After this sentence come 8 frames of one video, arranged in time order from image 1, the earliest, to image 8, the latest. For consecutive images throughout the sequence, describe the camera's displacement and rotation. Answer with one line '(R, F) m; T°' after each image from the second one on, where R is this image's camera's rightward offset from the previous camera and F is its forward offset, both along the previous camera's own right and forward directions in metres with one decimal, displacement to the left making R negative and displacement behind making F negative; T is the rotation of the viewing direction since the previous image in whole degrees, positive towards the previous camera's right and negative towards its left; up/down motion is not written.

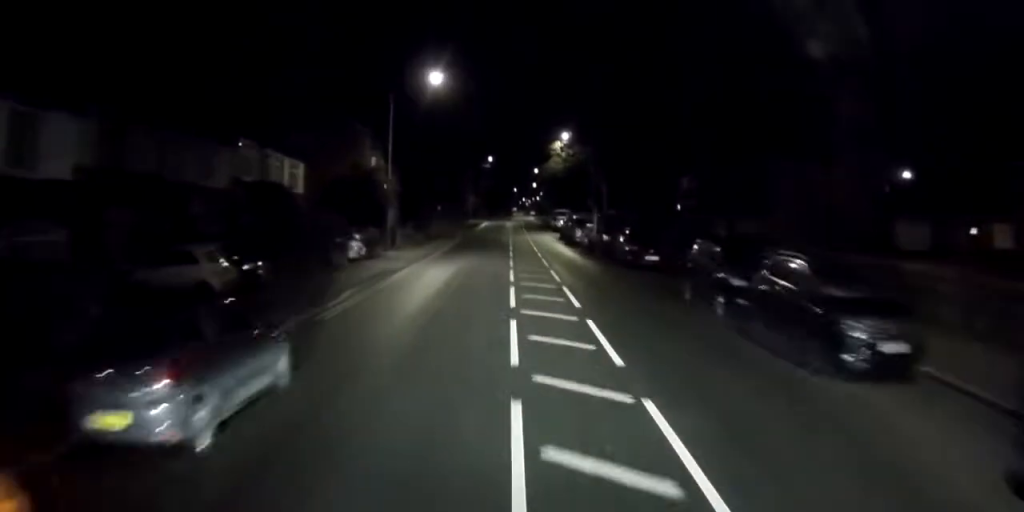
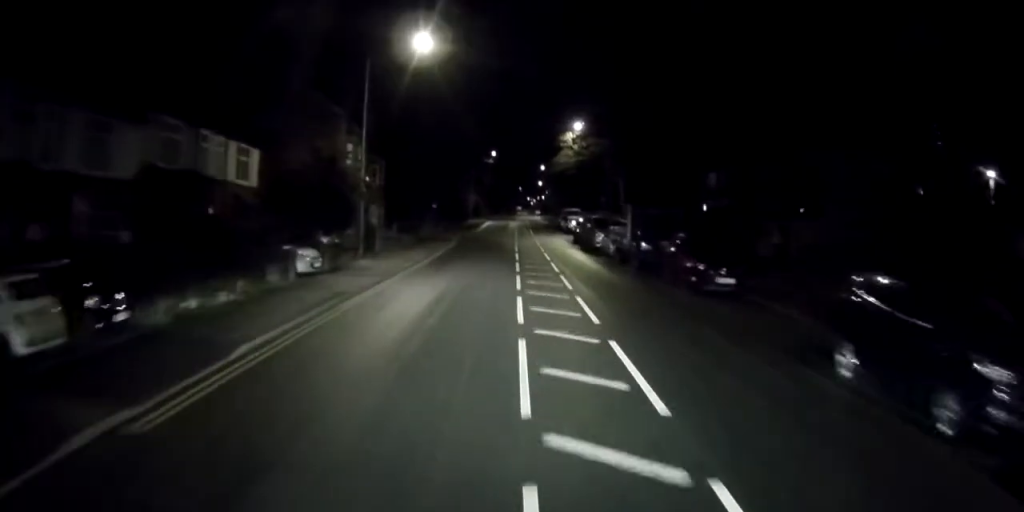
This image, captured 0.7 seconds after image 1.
(-0.2, +8.6) m; -1°
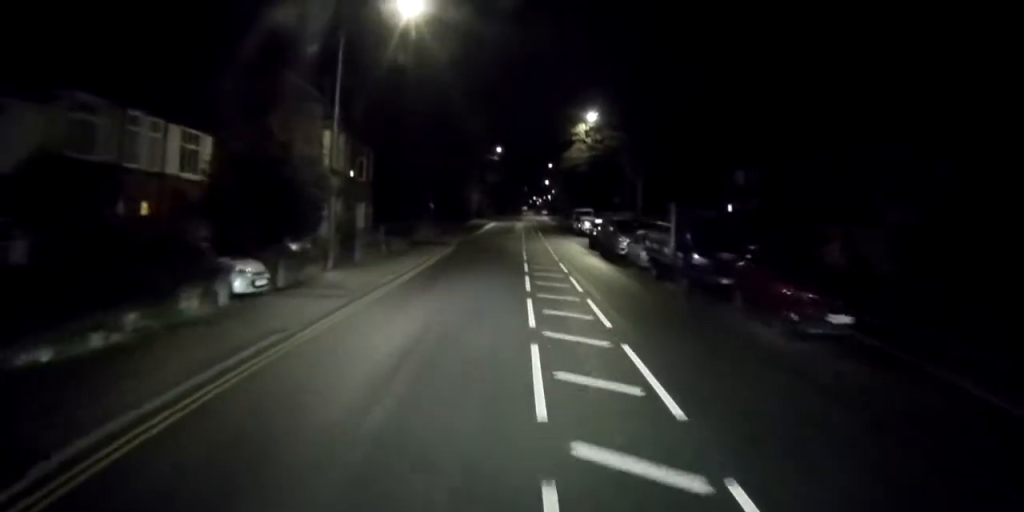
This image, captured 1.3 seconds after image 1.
(0.0, +6.3) m; 0°
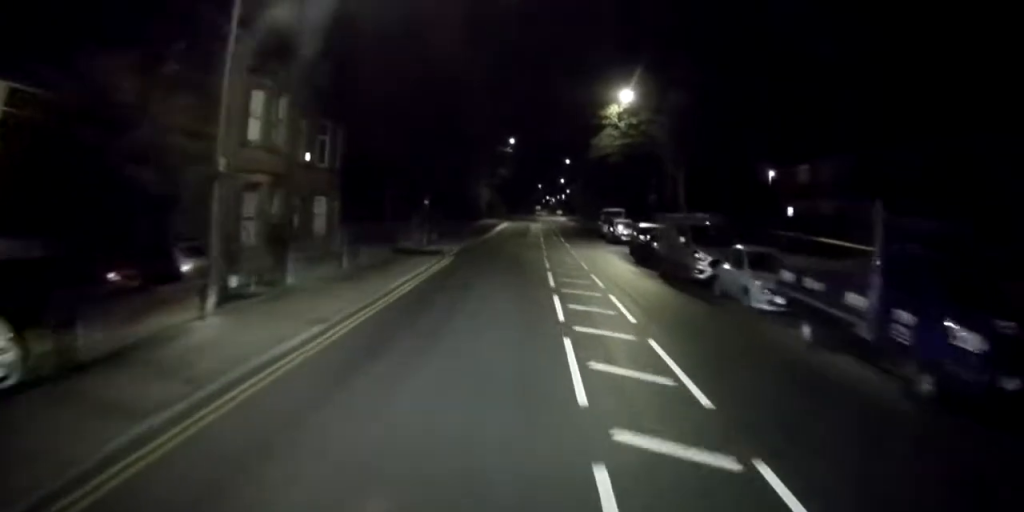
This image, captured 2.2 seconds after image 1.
(0.0, +11.4) m; 0°
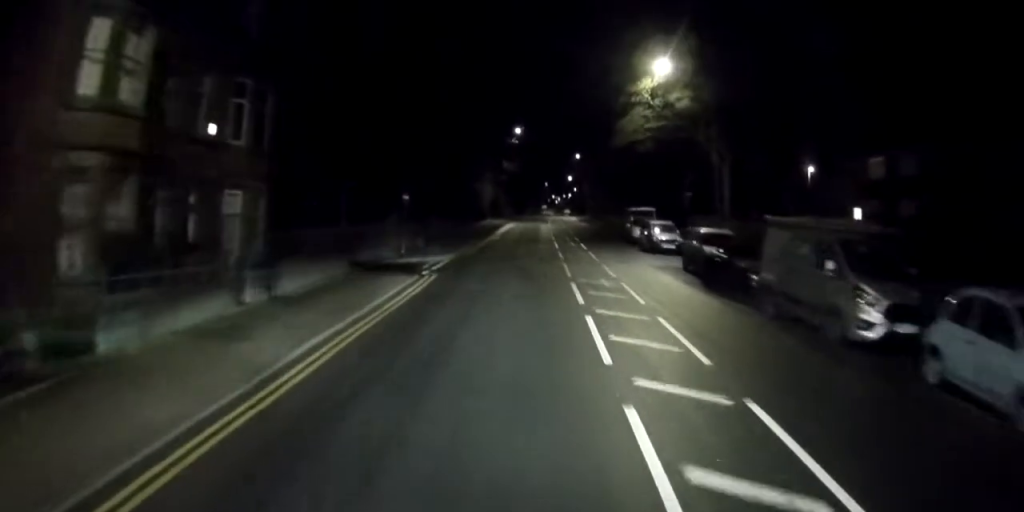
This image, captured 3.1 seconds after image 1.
(0.0, +10.2) m; +1°
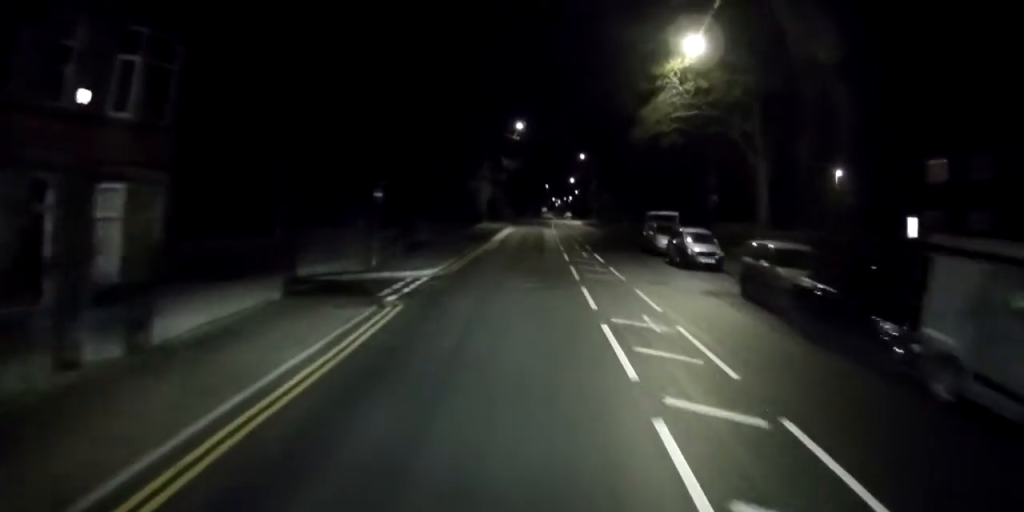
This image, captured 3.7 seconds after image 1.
(+0.1, +6.7) m; 0°
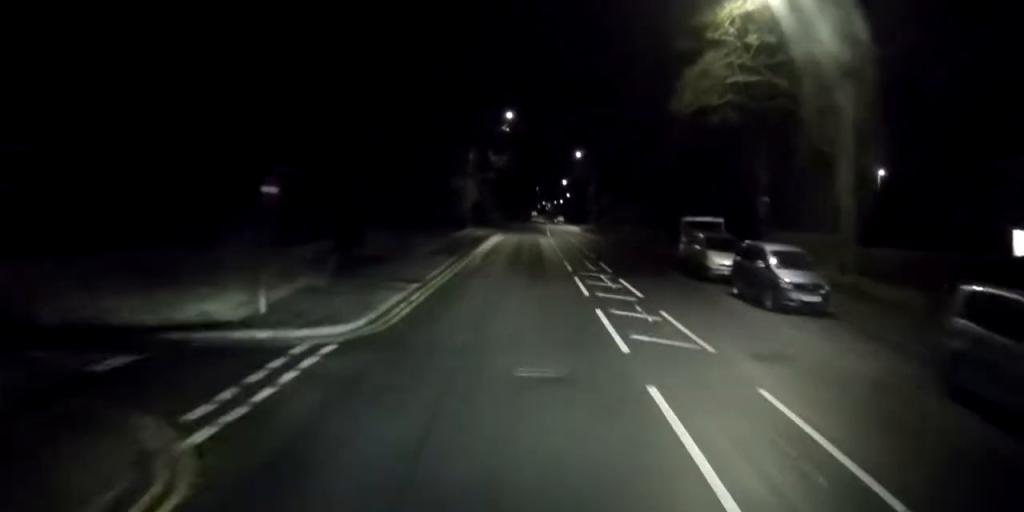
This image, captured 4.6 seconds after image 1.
(0.0, +10.5) m; +1°
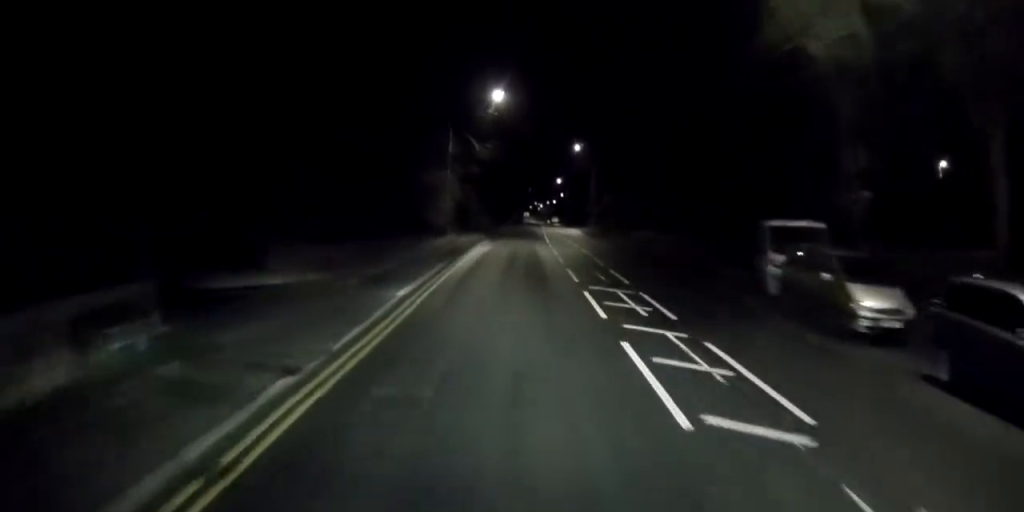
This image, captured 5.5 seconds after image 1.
(+0.1, +10.8) m; +1°
